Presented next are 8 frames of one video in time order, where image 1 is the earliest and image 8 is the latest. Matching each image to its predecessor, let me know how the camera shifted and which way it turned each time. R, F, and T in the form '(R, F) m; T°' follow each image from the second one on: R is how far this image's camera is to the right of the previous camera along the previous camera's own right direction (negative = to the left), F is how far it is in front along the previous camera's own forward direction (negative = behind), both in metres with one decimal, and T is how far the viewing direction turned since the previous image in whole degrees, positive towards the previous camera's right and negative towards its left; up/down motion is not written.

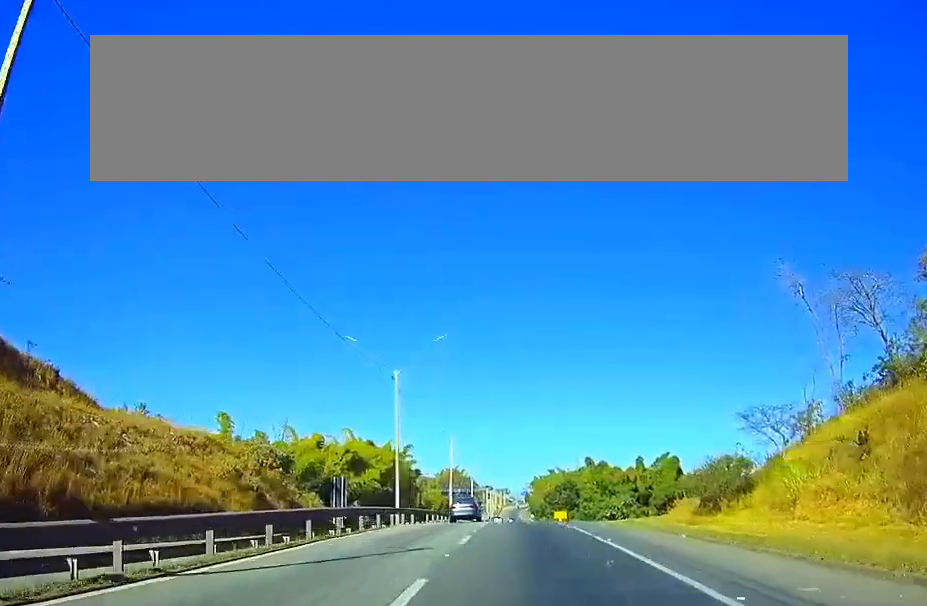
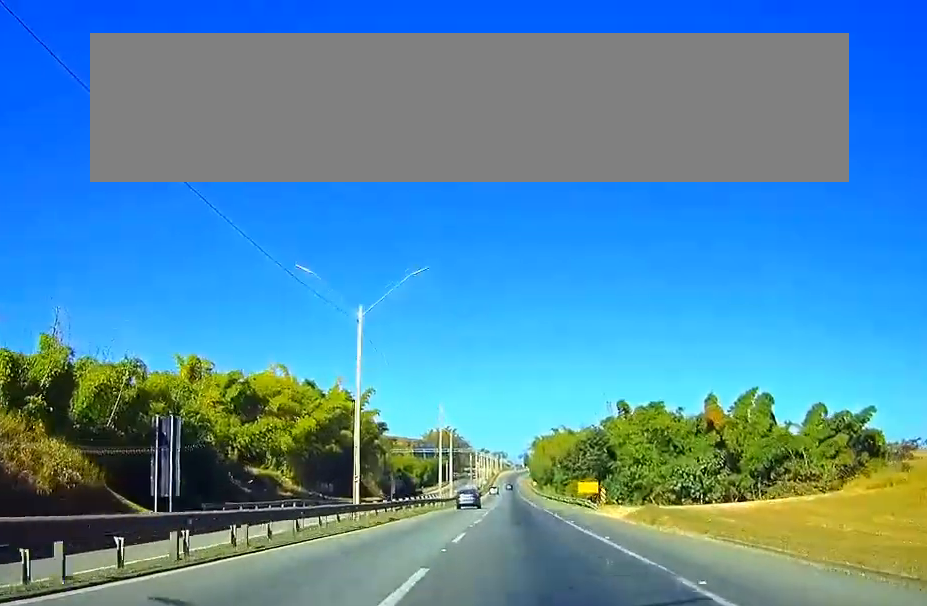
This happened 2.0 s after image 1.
(0.0, +53.4) m; 0°
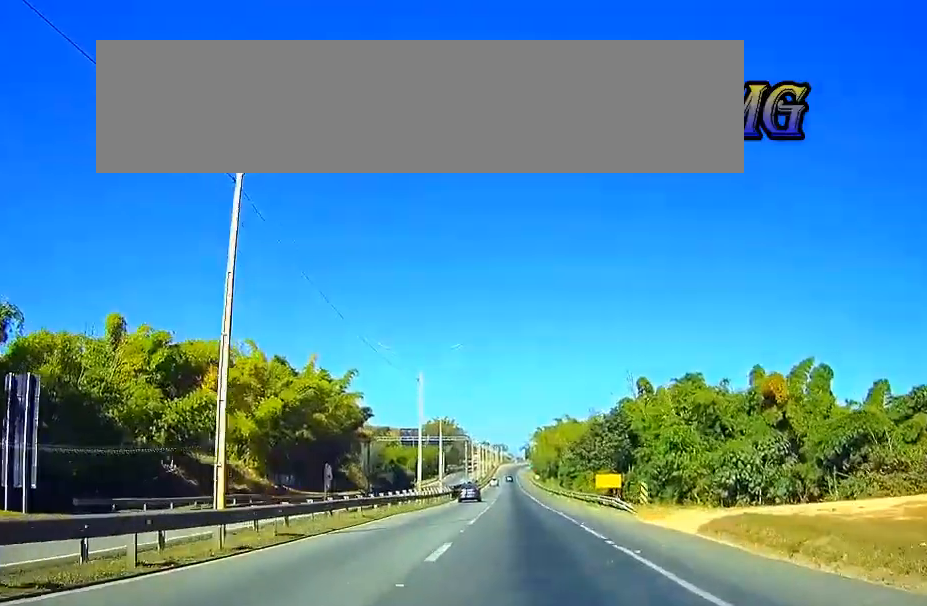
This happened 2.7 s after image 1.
(0.0, +17.5) m; 0°
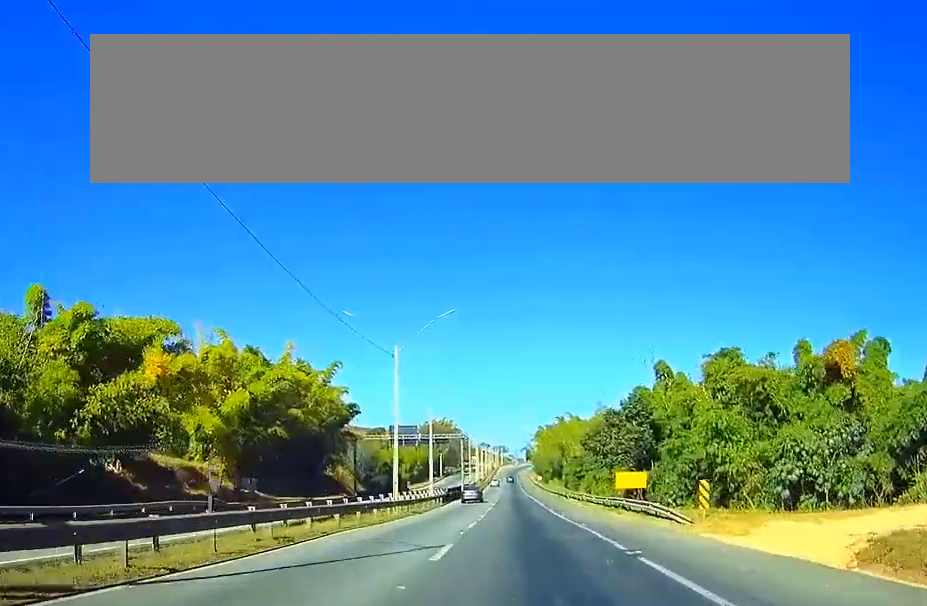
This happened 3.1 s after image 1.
(0.0, +12.4) m; 0°
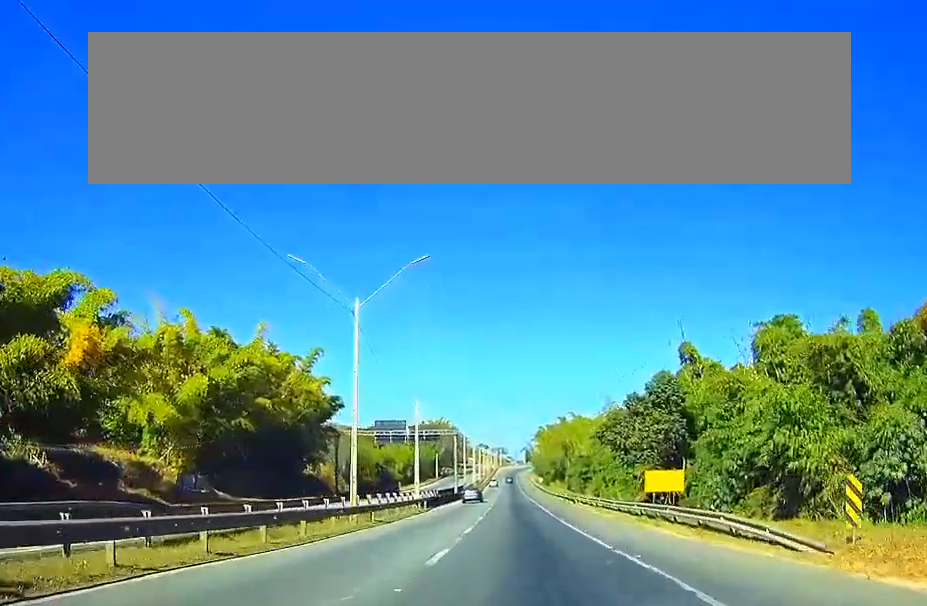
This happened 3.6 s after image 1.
(0.0, +12.4) m; 0°
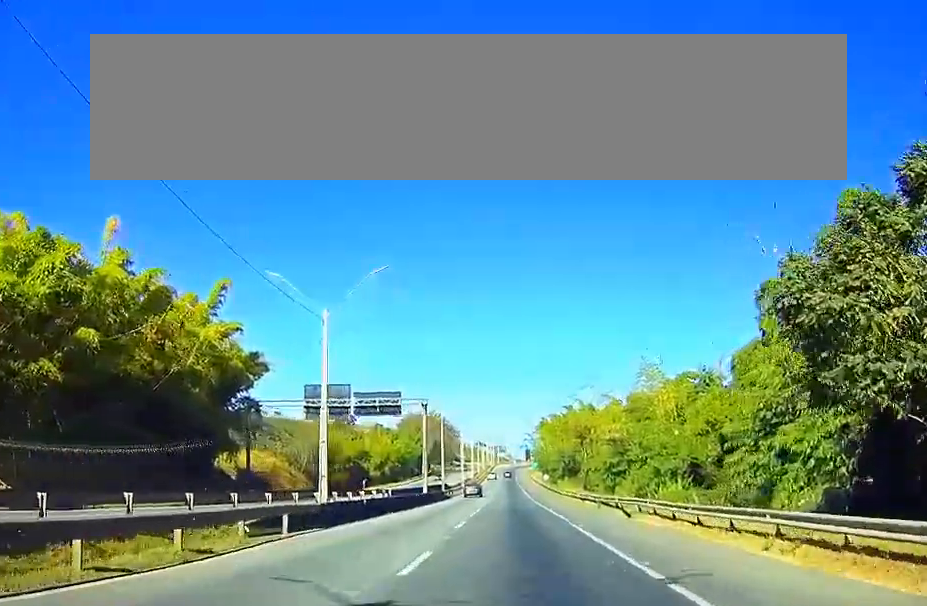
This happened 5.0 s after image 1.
(0.0, +36.9) m; 0°
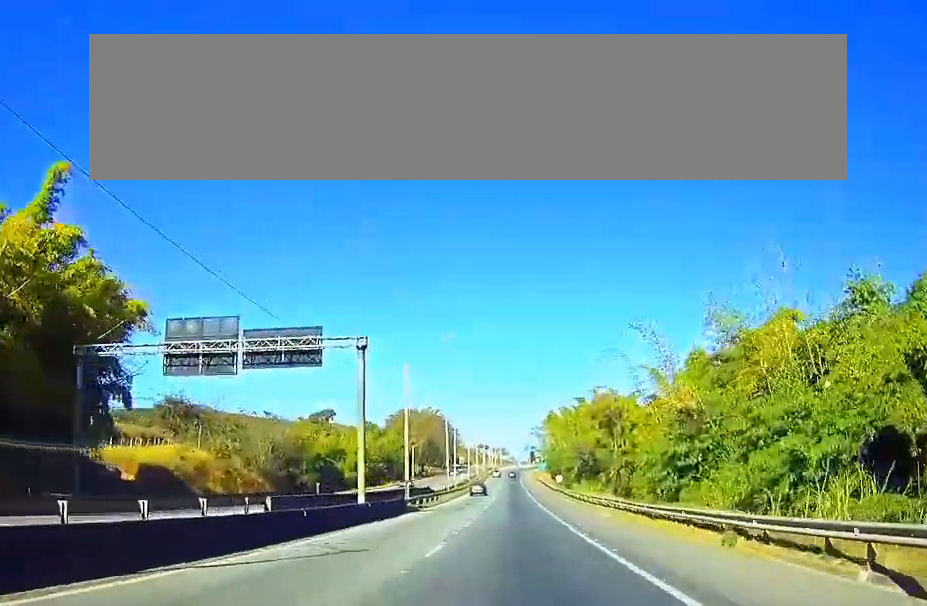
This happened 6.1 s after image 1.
(0.0, +31.1) m; 0°
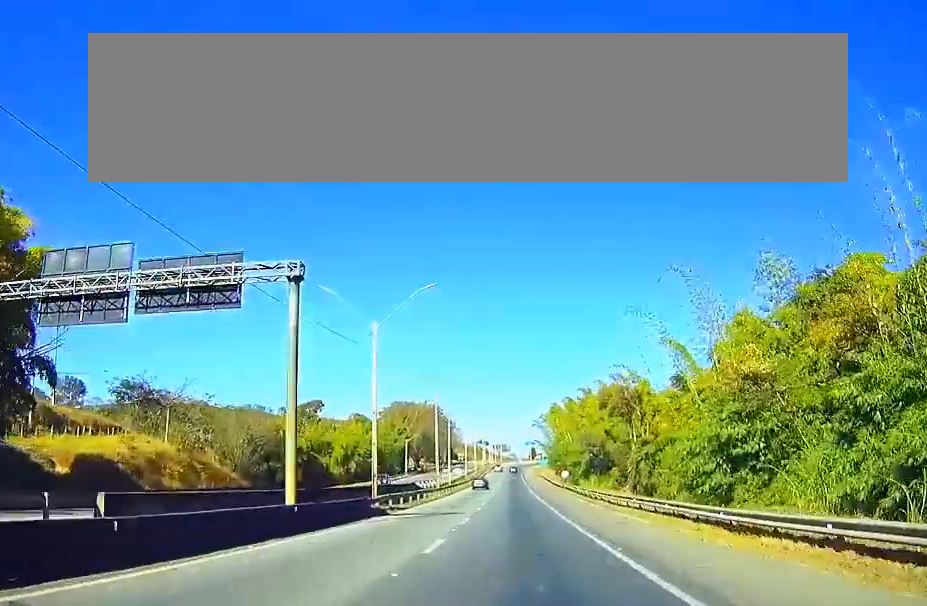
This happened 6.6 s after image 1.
(0.0, +12.9) m; 0°
